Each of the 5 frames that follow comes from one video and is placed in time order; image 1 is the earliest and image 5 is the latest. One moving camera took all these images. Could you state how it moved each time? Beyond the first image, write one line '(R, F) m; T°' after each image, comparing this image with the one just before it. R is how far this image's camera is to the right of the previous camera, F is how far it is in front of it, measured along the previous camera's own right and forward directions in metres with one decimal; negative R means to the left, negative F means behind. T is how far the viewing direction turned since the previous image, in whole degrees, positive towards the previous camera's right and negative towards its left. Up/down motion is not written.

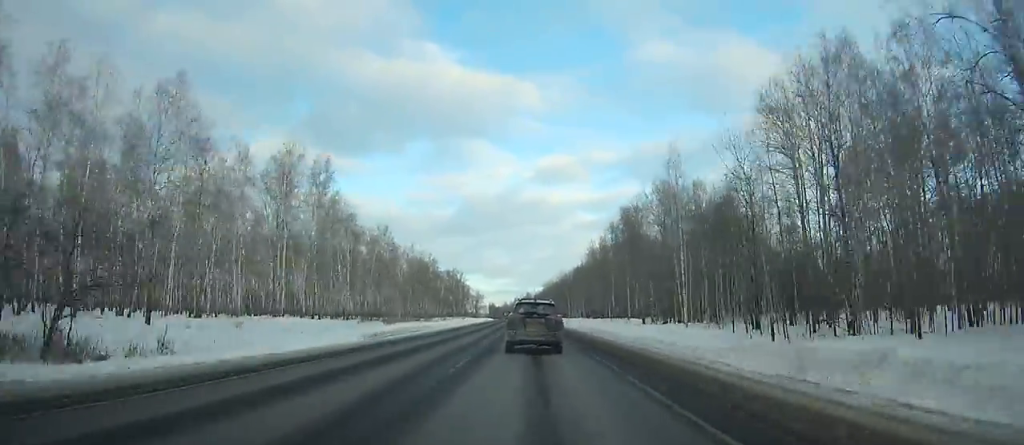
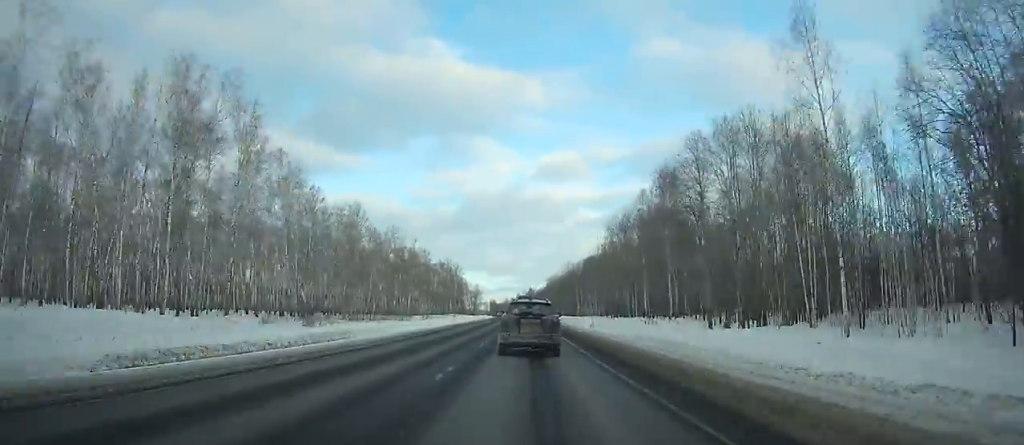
(+0.2, +25.1) m; 0°
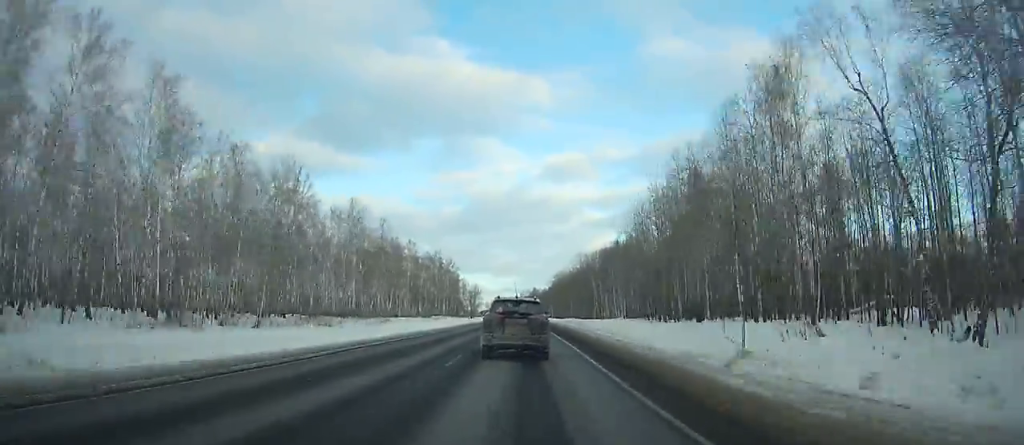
(-0.4, +33.4) m; 0°
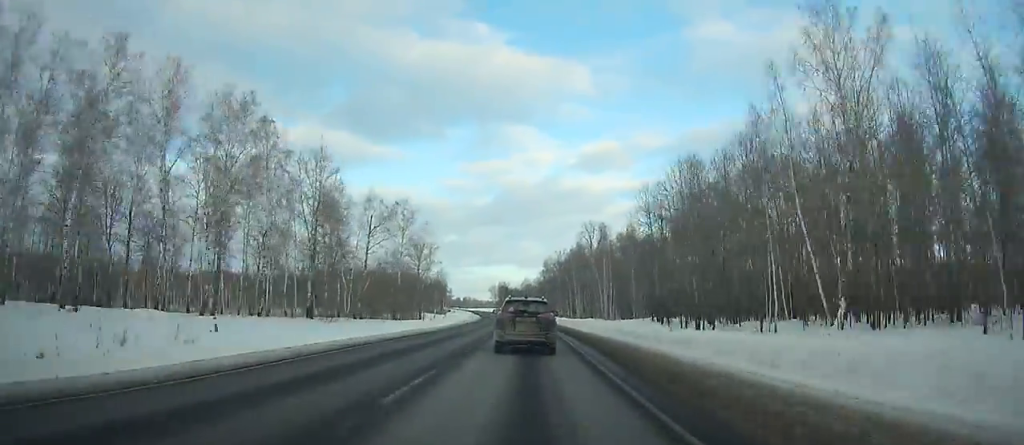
(-4.5, +212.0) m; -3°
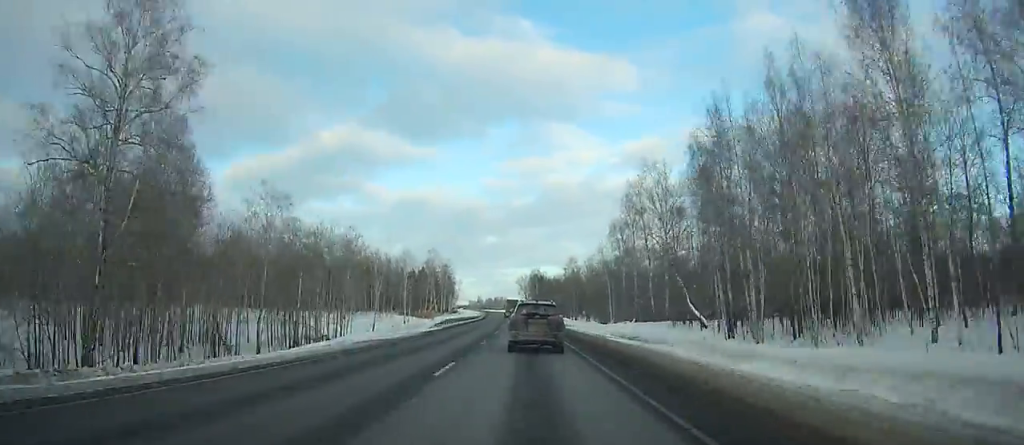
(-3.7, +118.1) m; -4°
